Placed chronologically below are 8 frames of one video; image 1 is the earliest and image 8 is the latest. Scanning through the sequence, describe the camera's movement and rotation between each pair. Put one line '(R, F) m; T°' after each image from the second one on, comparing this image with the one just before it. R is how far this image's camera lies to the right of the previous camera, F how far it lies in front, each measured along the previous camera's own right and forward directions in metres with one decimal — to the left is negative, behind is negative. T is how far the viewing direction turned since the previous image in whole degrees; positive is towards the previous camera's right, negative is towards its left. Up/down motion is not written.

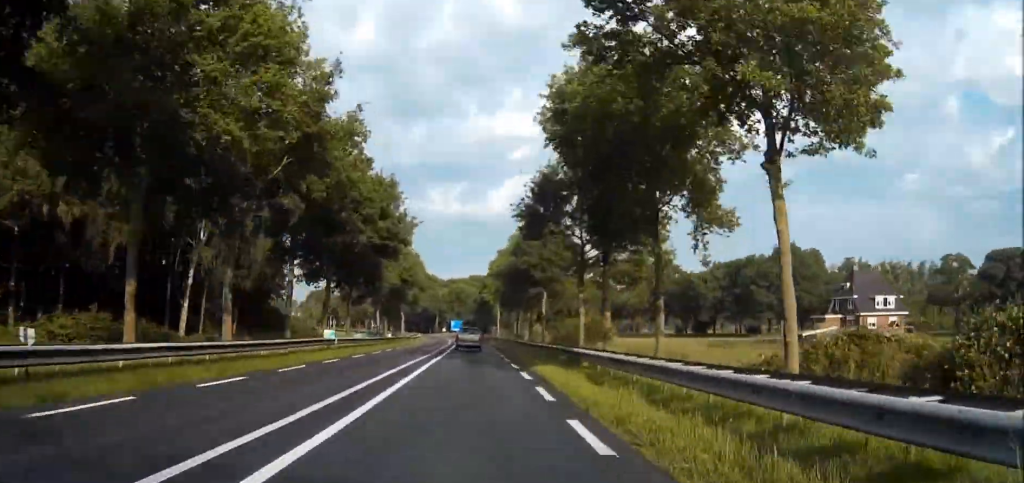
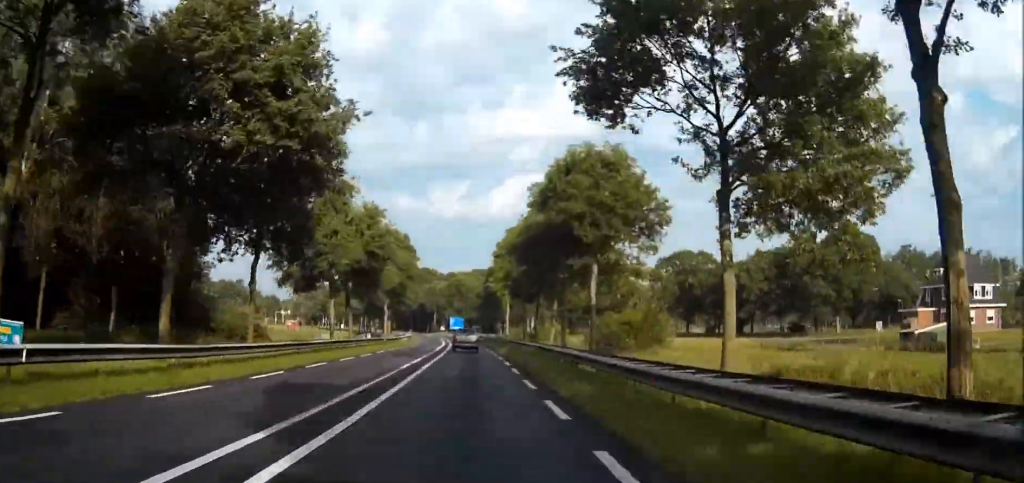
(-0.1, +26.5) m; 0°
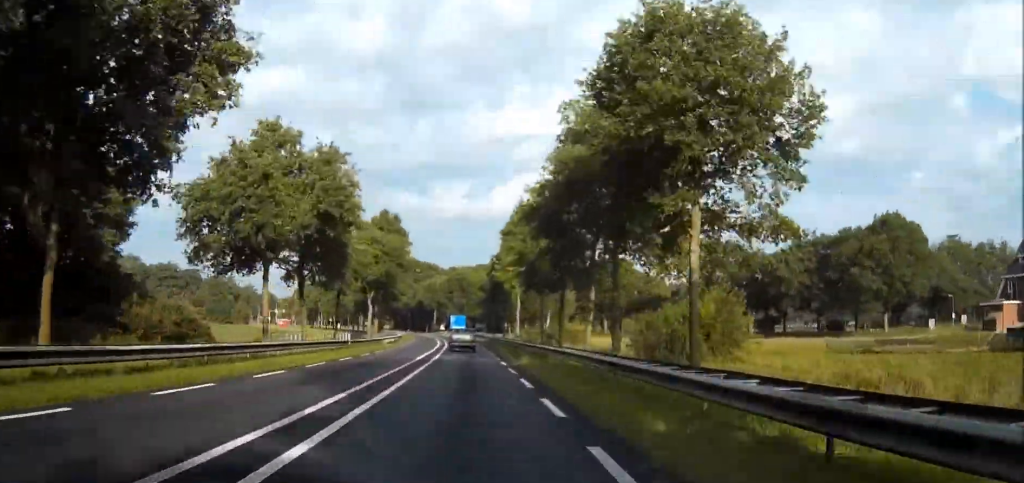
(0.0, +17.8) m; -1°
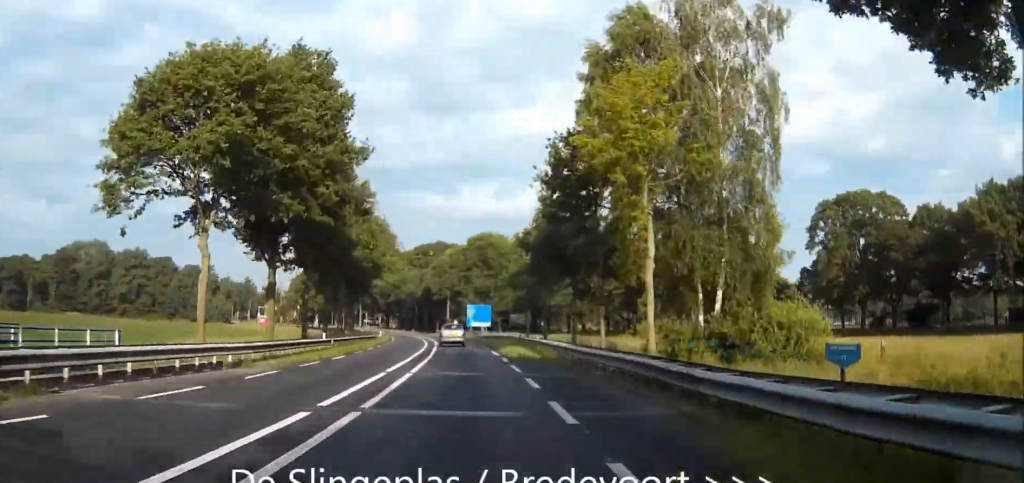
(-0.8, +55.1) m; -6°
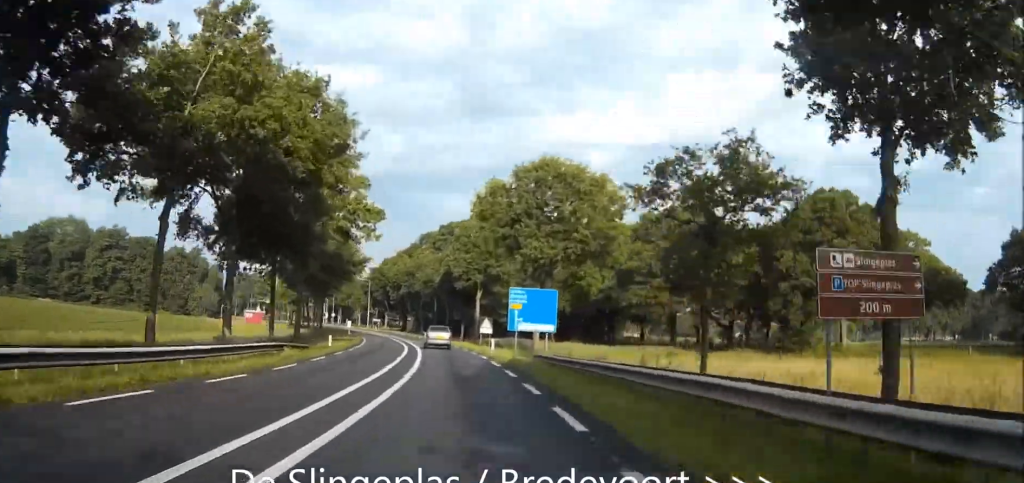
(-3.7, +44.2) m; -8°
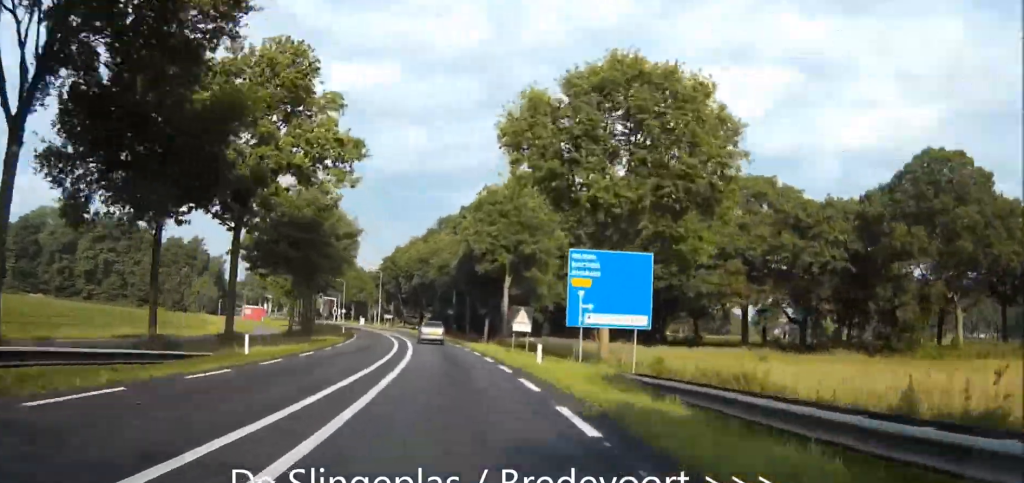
(-1.0, +19.3) m; -3°
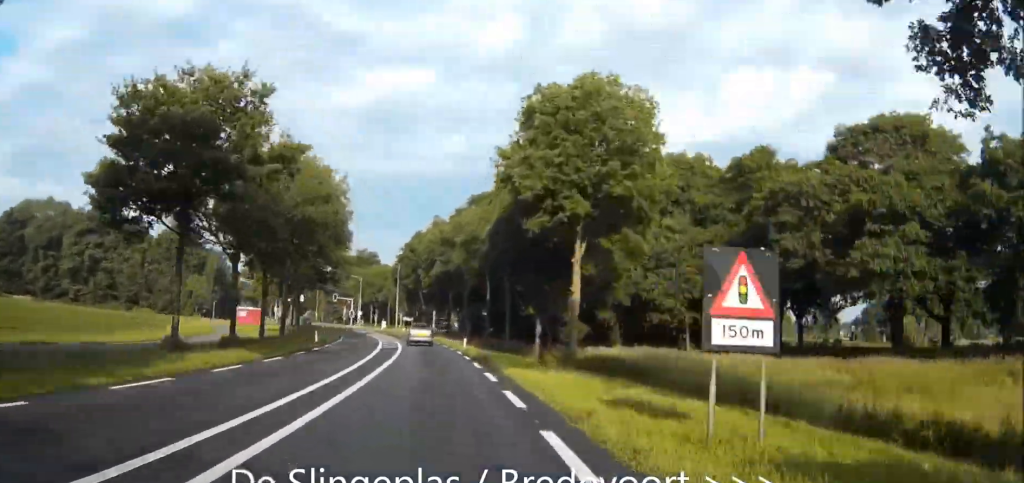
(0.0, +26.6) m; 0°
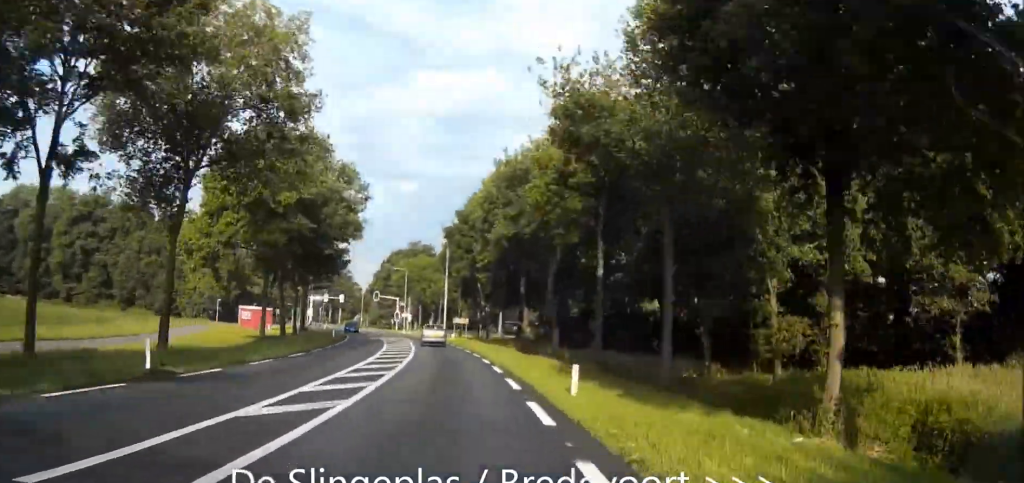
(0.0, +32.3) m; +1°
